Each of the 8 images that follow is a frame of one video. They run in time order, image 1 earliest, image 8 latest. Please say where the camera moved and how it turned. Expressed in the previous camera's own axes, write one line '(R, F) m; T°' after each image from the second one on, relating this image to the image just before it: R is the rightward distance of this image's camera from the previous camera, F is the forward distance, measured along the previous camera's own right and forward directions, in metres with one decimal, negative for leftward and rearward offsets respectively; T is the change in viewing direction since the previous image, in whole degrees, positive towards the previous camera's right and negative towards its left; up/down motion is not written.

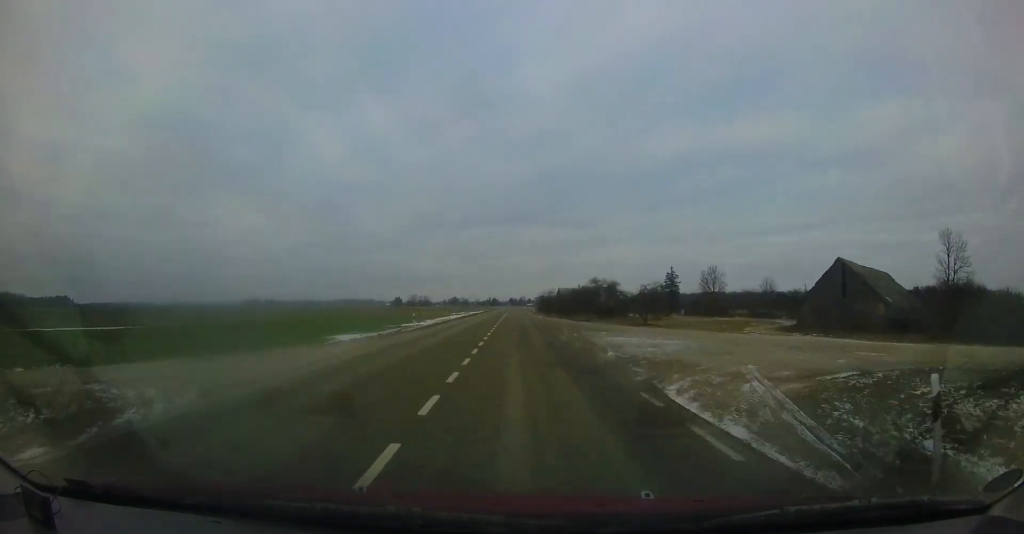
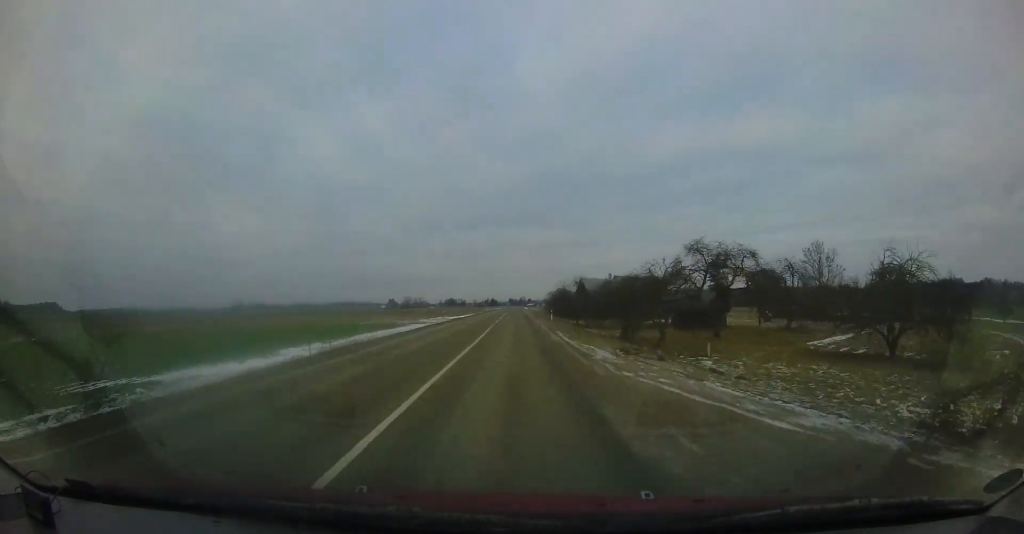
(-0.6, +34.3) m; -2°
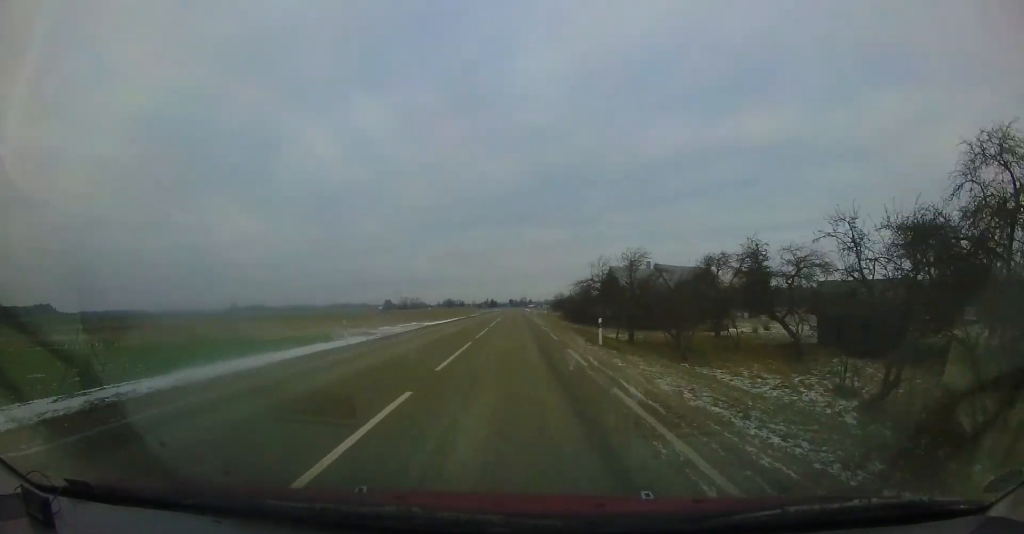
(0.0, +20.0) m; 0°
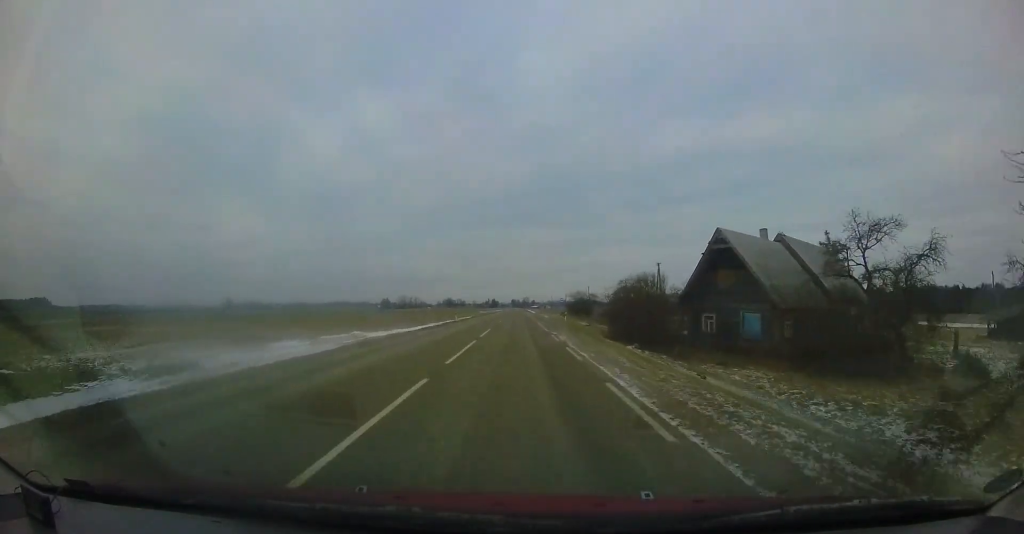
(0.0, +23.1) m; +1°
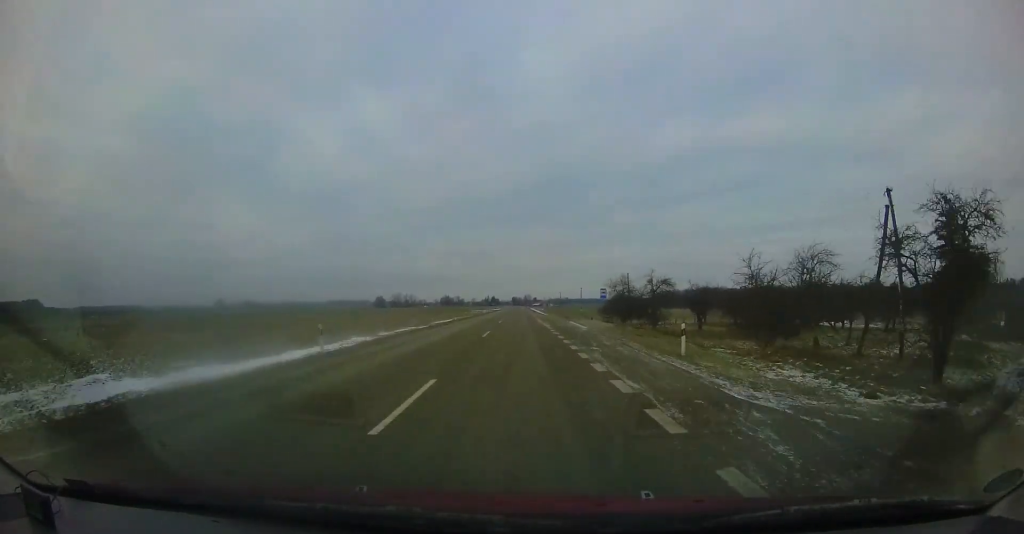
(+0.2, +27.8) m; -1°
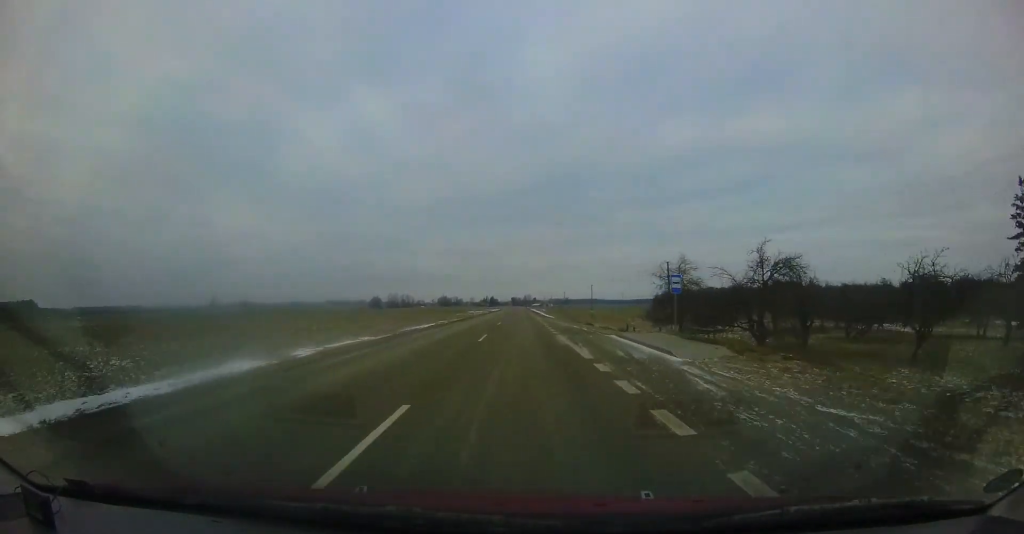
(-0.3, +14.3) m; 0°
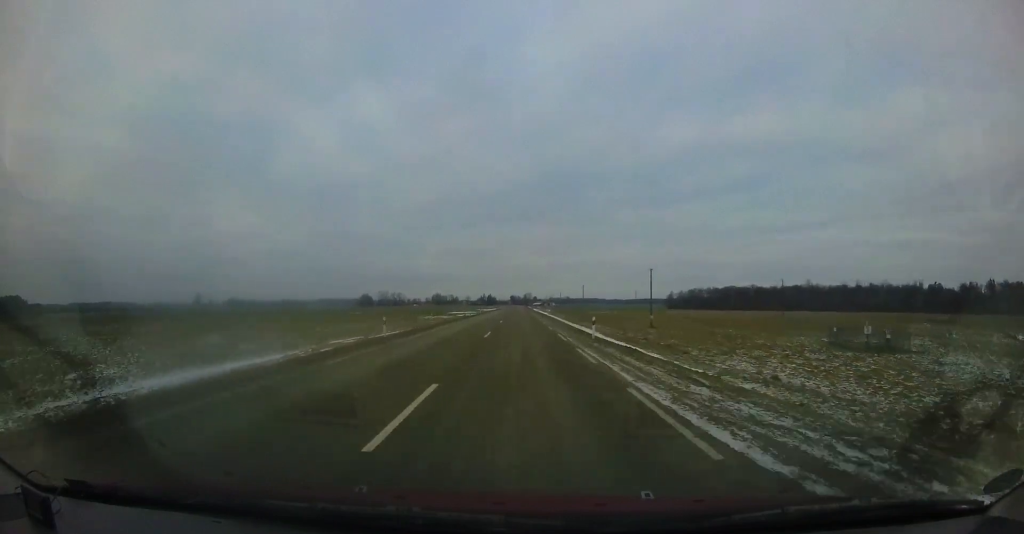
(+0.3, +35.8) m; 0°
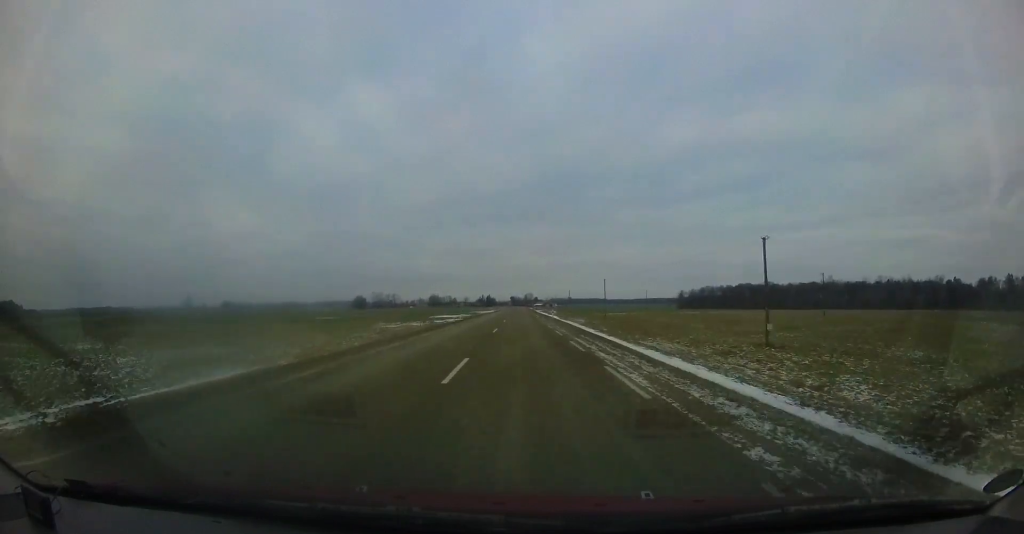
(-0.4, +21.5) m; 0°
